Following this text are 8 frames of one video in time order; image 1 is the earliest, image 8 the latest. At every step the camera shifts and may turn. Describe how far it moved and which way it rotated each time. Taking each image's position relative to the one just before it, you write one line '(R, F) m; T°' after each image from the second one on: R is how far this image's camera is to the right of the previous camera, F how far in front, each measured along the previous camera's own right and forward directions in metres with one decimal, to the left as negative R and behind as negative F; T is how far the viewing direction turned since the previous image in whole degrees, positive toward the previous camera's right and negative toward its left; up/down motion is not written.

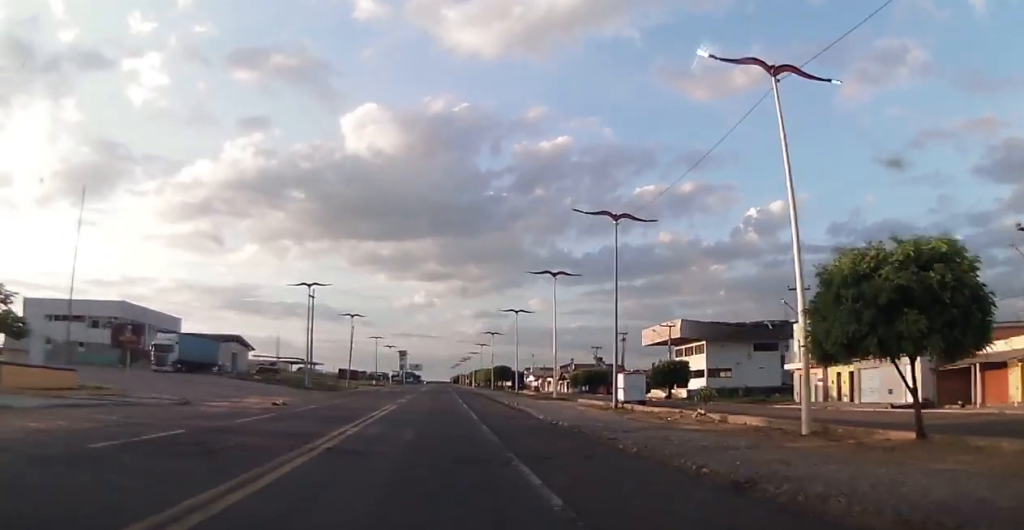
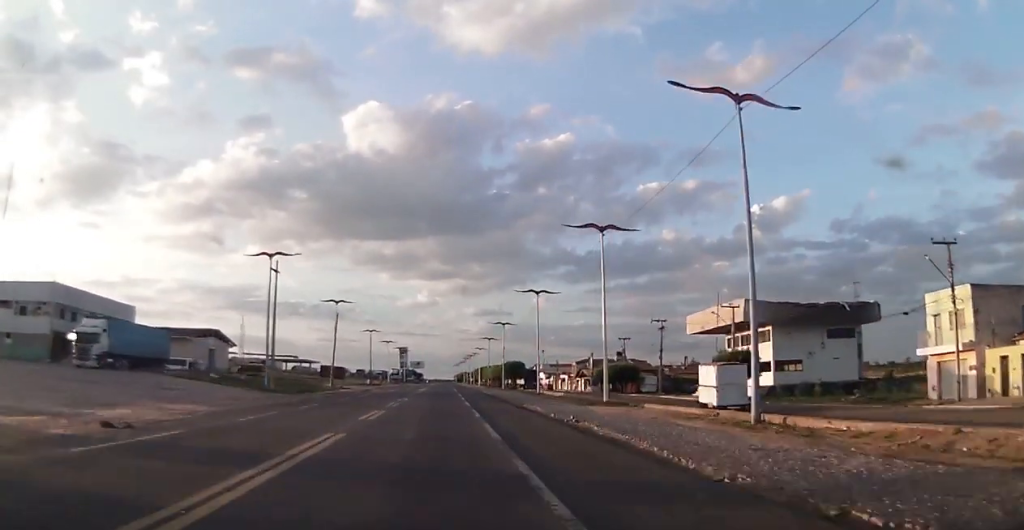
(-0.4, +17.4) m; -1°
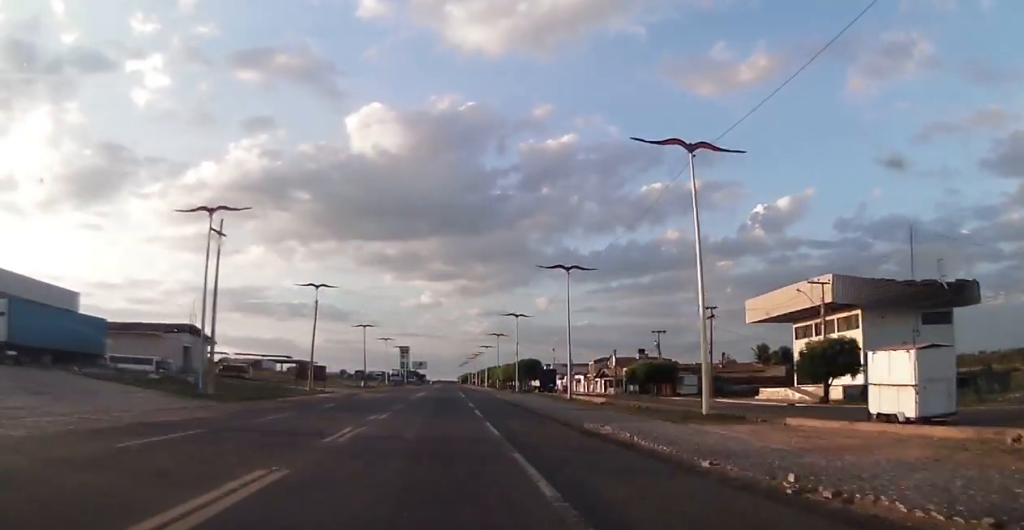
(-0.1, +15.5) m; 0°
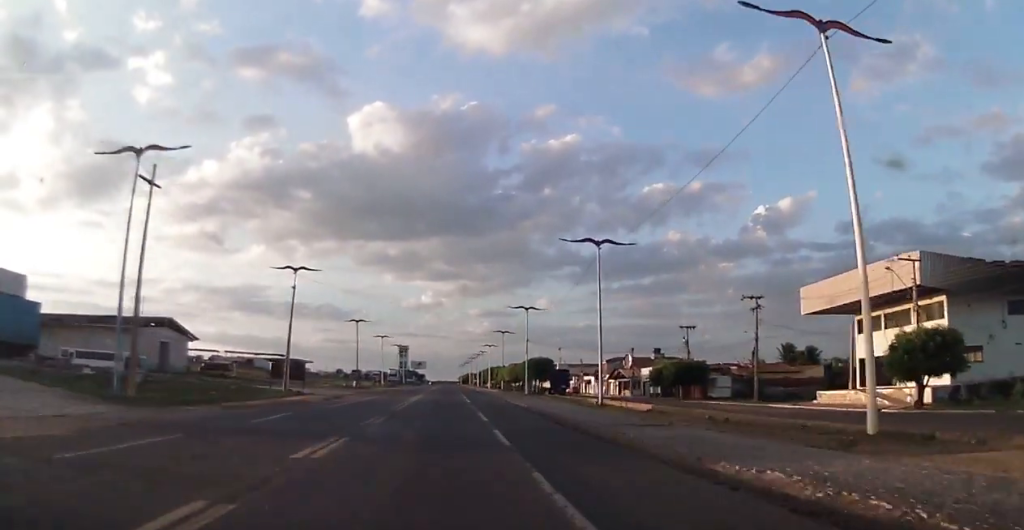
(0.0, +10.7) m; 0°
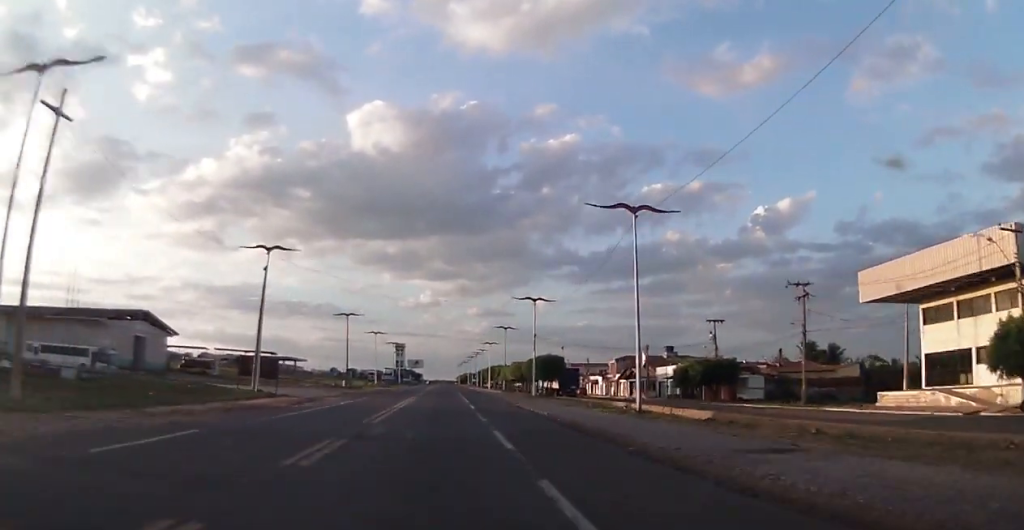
(0.0, +8.9) m; 0°
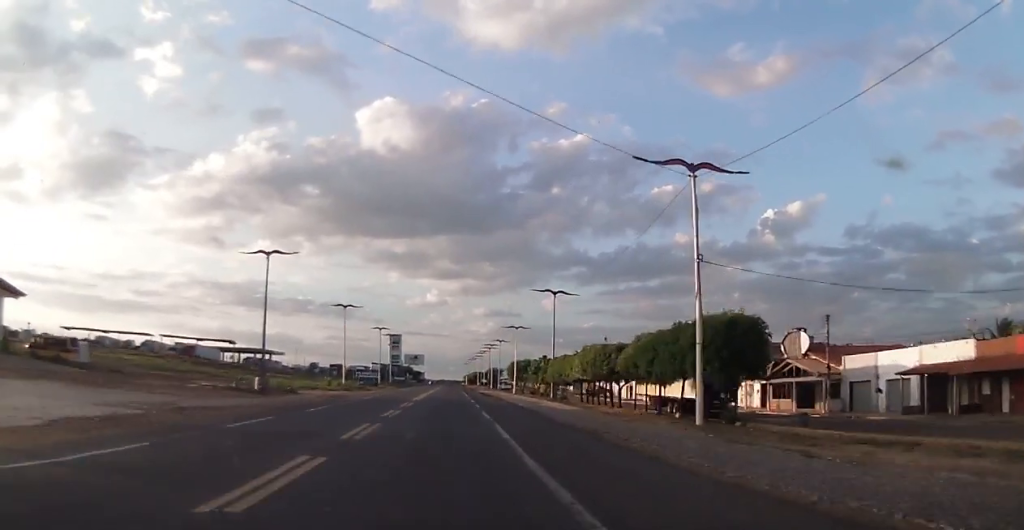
(0.0, +47.5) m; 0°
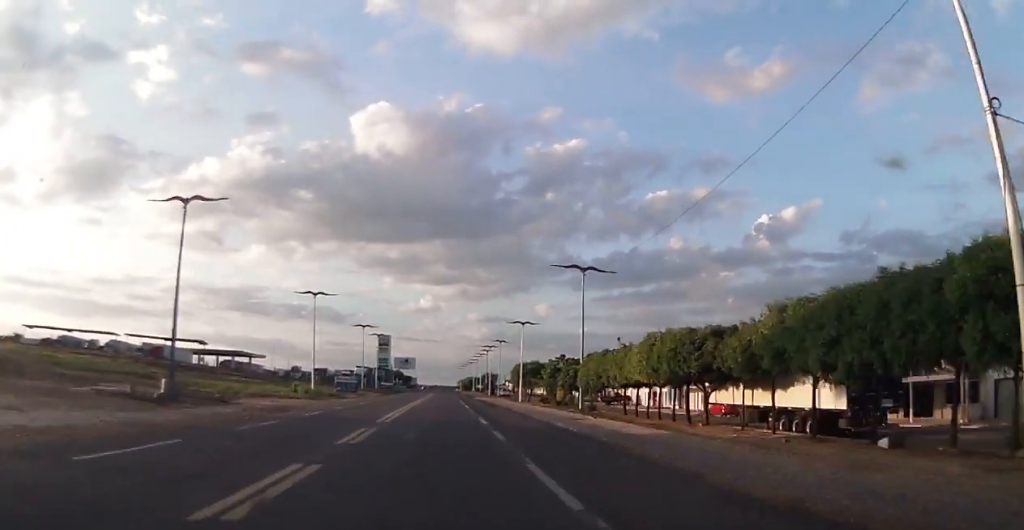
(0.0, +16.6) m; 0°
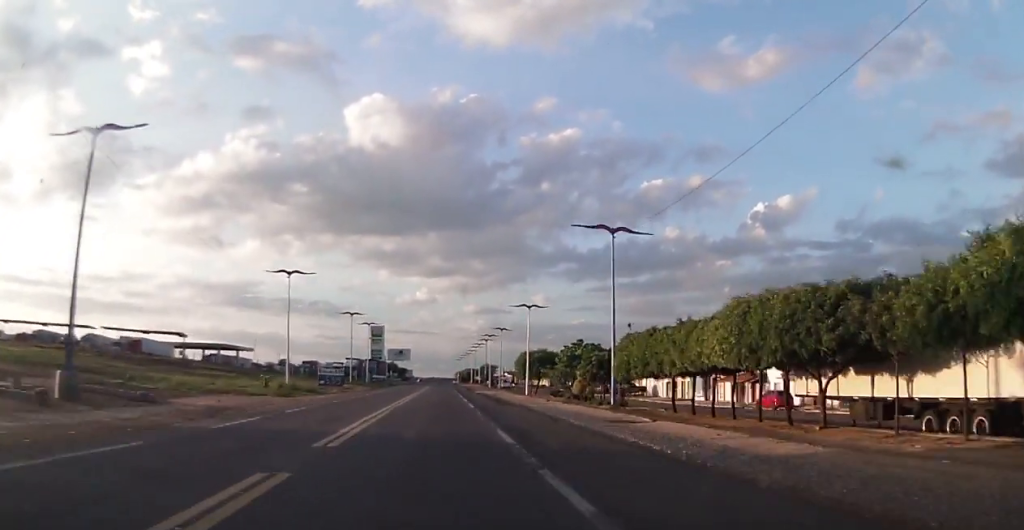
(0.0, +10.2) m; 0°
